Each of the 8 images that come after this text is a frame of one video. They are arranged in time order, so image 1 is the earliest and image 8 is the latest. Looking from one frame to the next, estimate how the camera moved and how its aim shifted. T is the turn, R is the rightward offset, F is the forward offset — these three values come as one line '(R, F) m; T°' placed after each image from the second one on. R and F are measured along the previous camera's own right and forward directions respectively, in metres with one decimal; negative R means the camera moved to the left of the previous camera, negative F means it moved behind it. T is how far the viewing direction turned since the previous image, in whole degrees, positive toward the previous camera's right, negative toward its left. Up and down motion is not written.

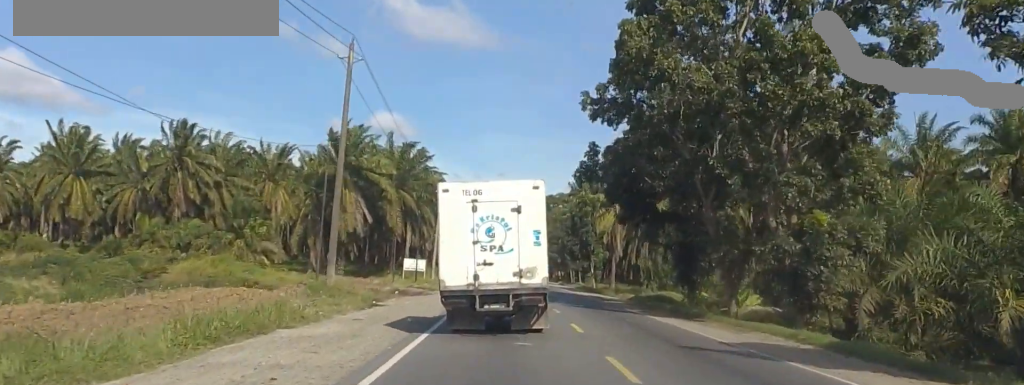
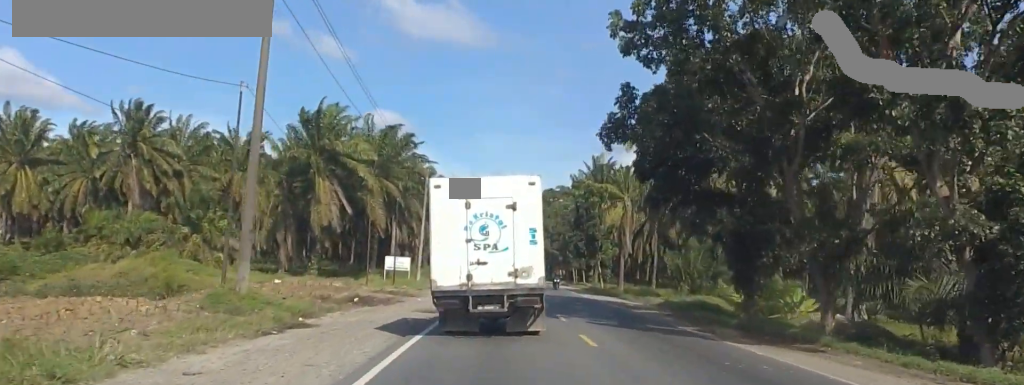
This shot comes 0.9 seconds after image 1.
(0.0, +12.6) m; 0°
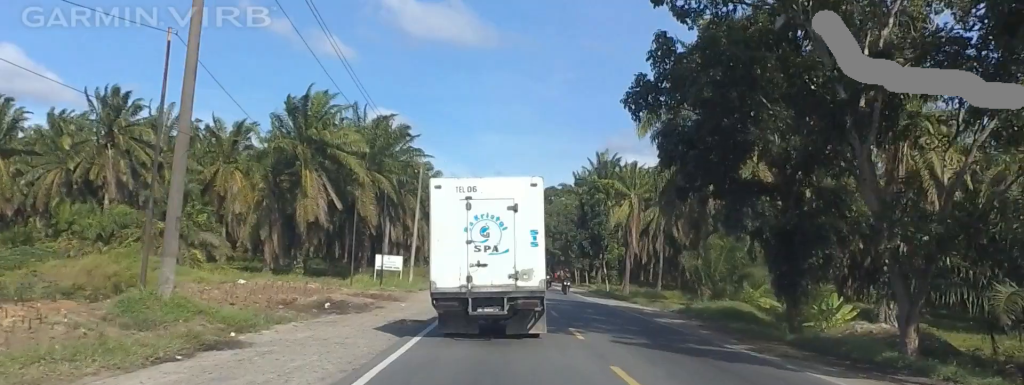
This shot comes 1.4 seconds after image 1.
(0.0, +5.5) m; 0°
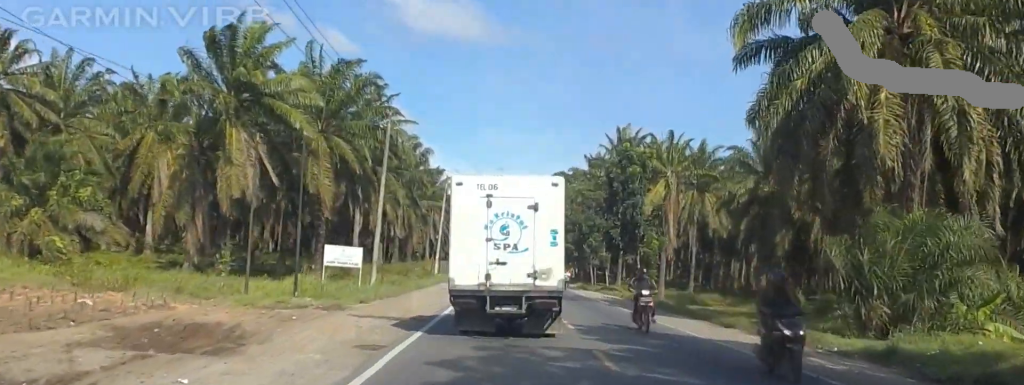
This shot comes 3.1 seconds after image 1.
(-0.2, +21.7) m; -2°
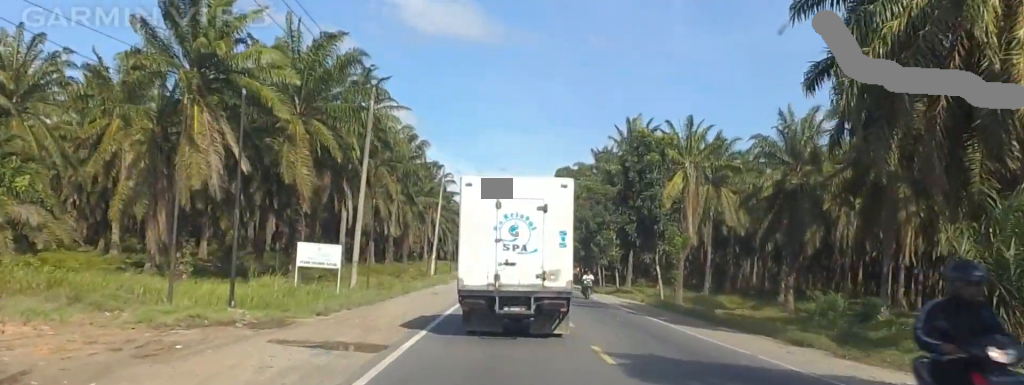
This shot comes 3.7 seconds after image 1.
(-0.2, +7.4) m; -1°
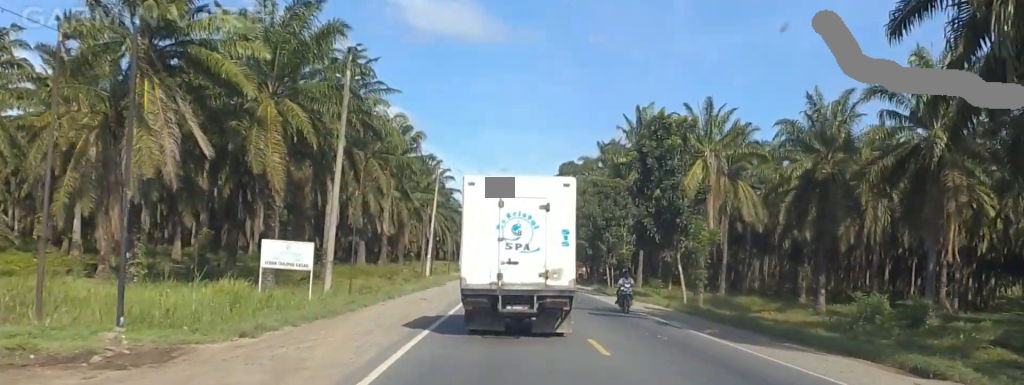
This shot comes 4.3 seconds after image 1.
(0.0, +6.9) m; 0°
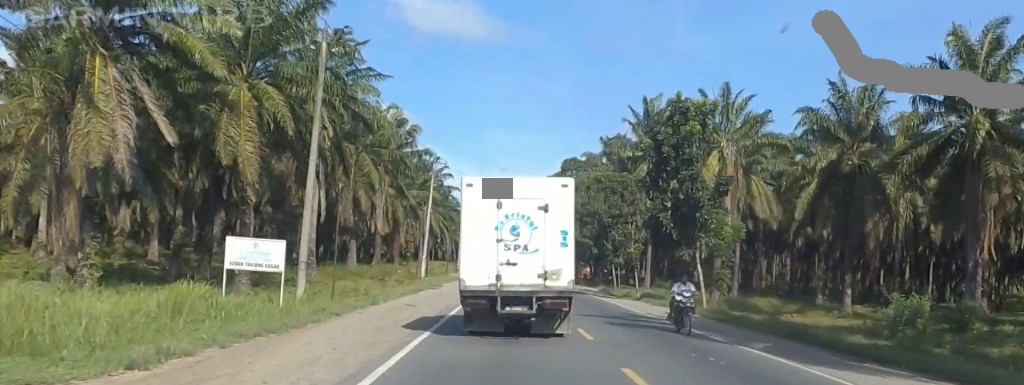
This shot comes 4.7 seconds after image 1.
(0.0, +4.9) m; 0°
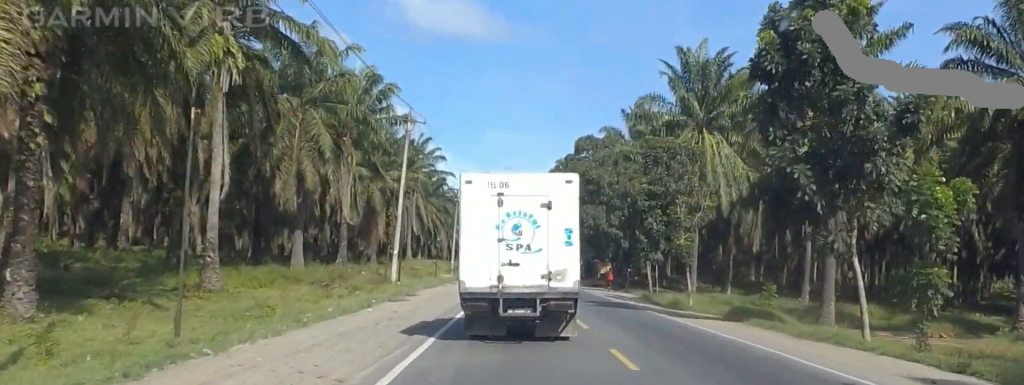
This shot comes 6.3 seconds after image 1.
(+0.6, +20.1) m; +5°
